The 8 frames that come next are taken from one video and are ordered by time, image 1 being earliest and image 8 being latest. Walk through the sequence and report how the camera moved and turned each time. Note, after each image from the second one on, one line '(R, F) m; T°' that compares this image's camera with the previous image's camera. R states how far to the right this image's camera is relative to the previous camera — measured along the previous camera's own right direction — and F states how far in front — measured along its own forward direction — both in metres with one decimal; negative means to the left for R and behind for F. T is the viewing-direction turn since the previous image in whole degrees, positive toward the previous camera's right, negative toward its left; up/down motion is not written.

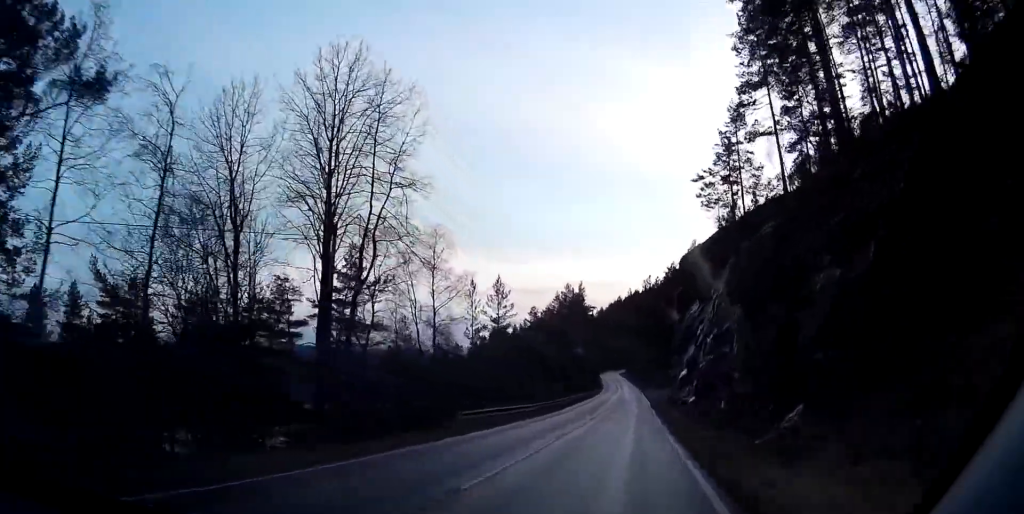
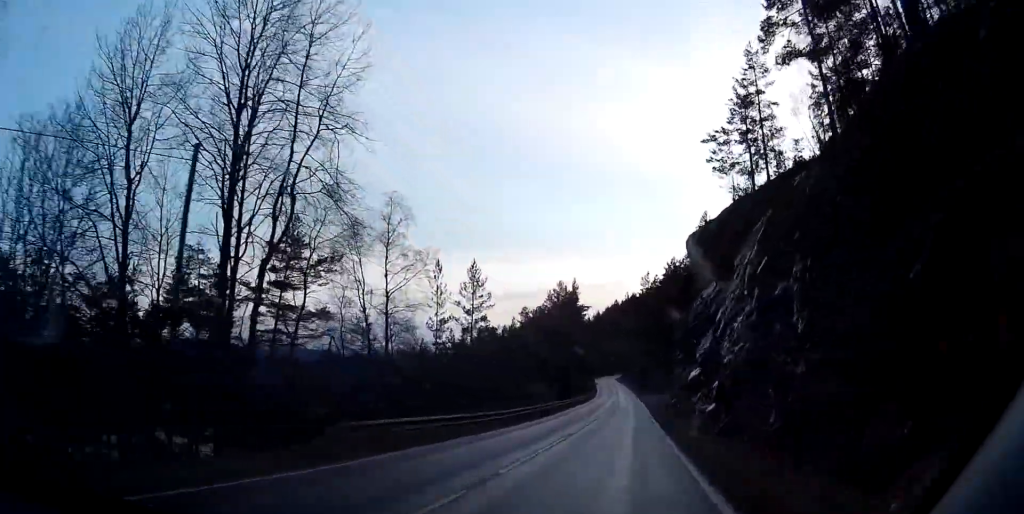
(-0.1, +9.7) m; 0°
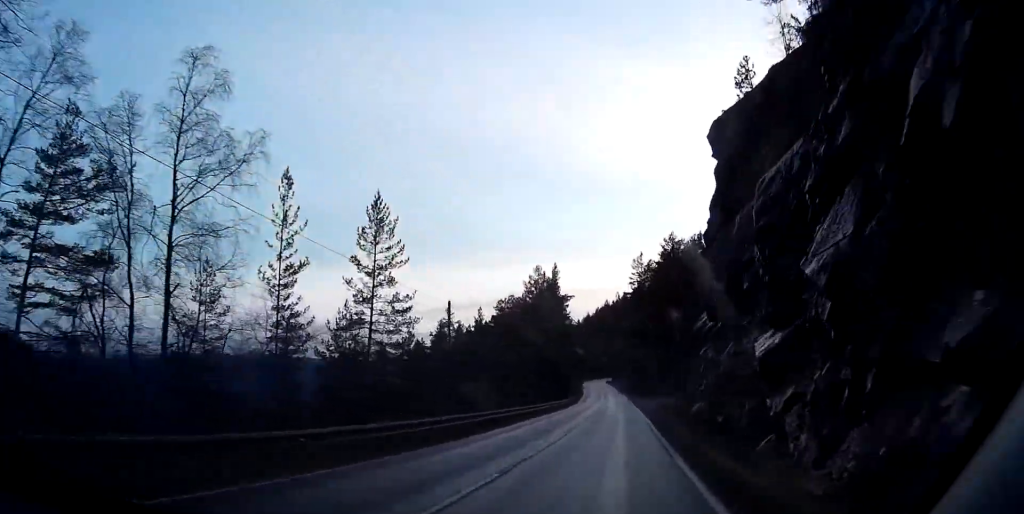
(-0.1, +21.0) m; 0°
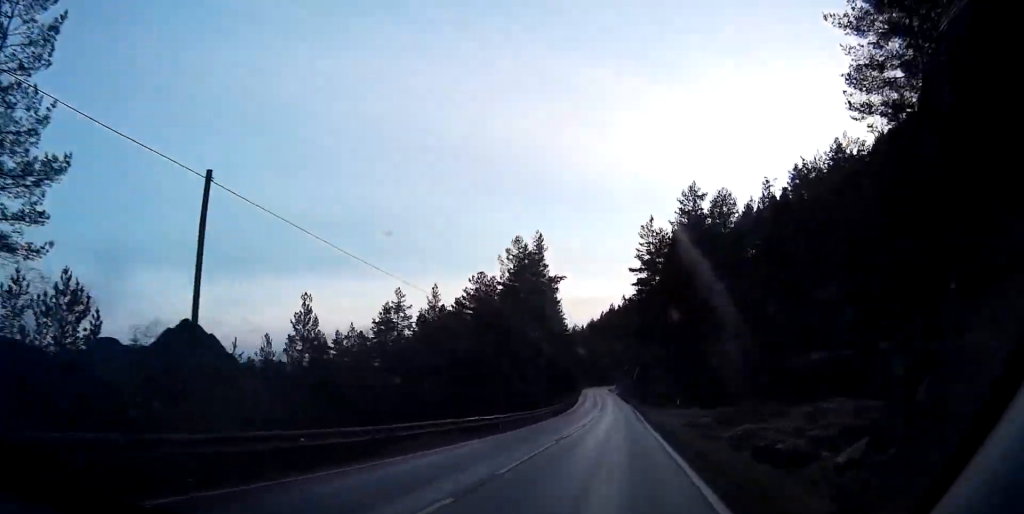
(+0.7, +27.1) m; +3°
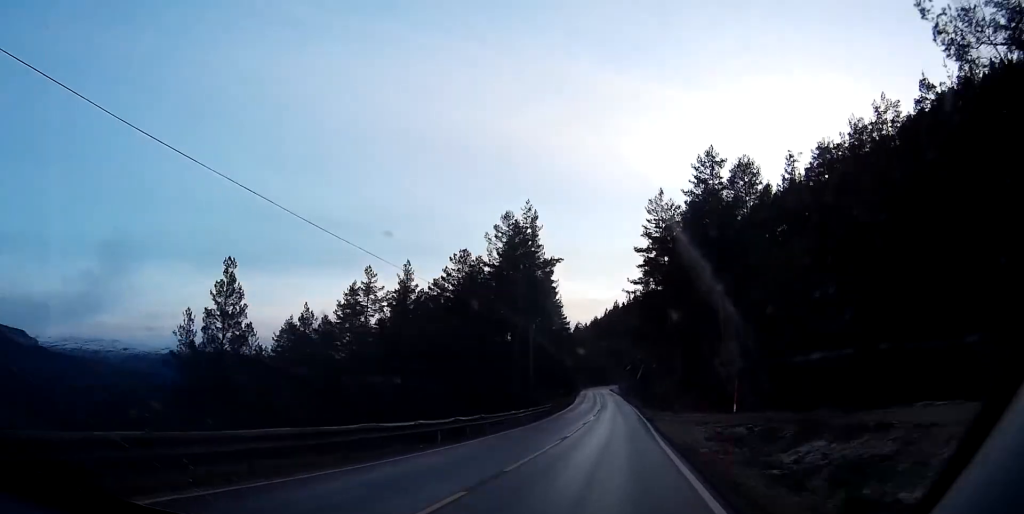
(+0.8, +11.4) m; -2°
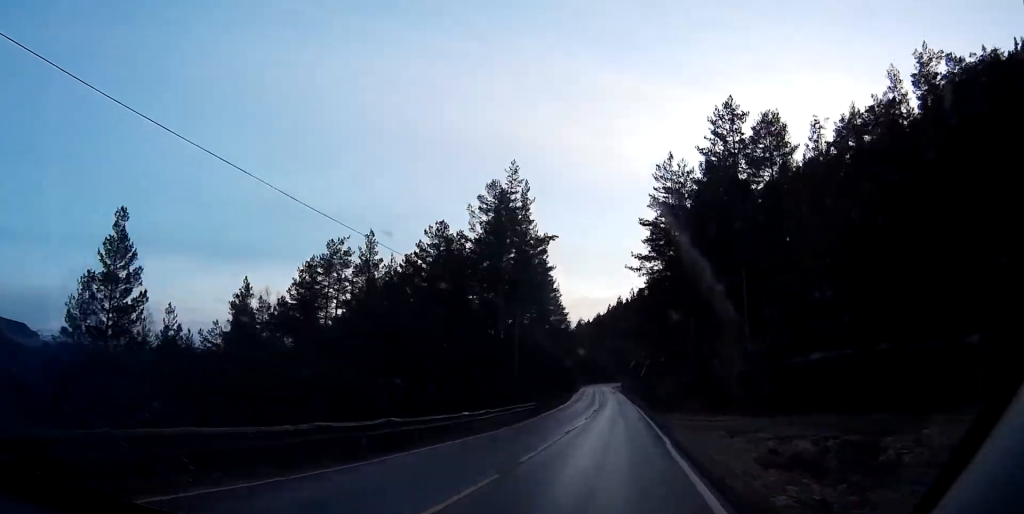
(+0.1, +10.6) m; -3°
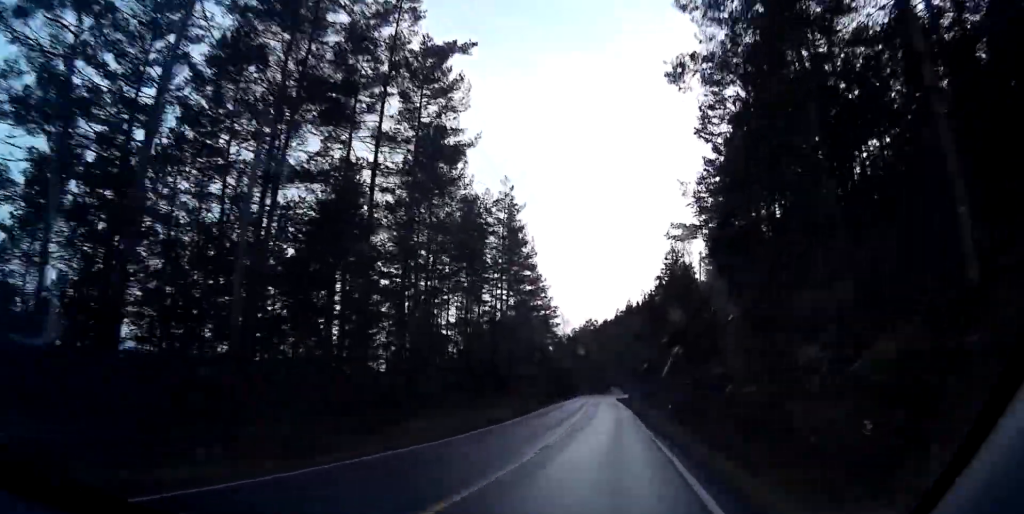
(-3.5, +42.7) m; 0°
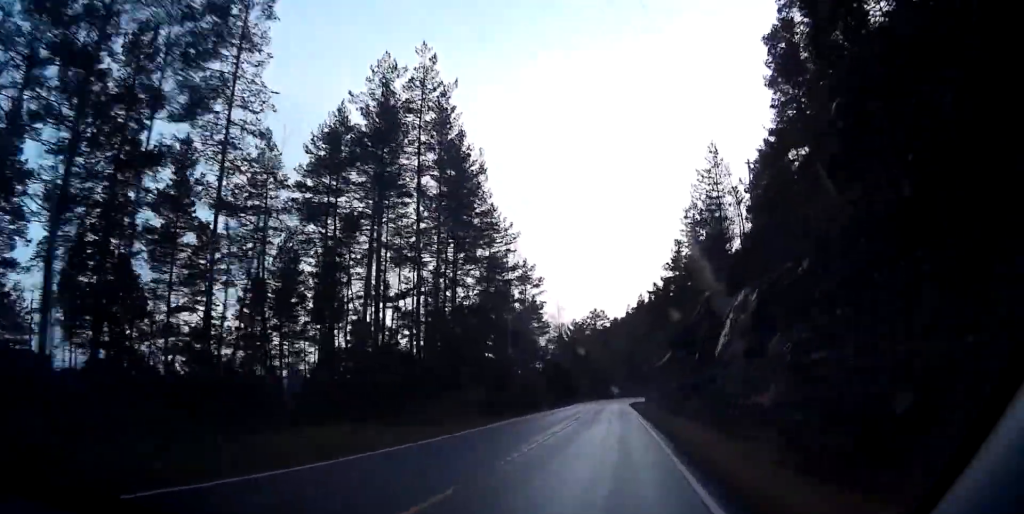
(+2.1, +30.7) m; +3°
